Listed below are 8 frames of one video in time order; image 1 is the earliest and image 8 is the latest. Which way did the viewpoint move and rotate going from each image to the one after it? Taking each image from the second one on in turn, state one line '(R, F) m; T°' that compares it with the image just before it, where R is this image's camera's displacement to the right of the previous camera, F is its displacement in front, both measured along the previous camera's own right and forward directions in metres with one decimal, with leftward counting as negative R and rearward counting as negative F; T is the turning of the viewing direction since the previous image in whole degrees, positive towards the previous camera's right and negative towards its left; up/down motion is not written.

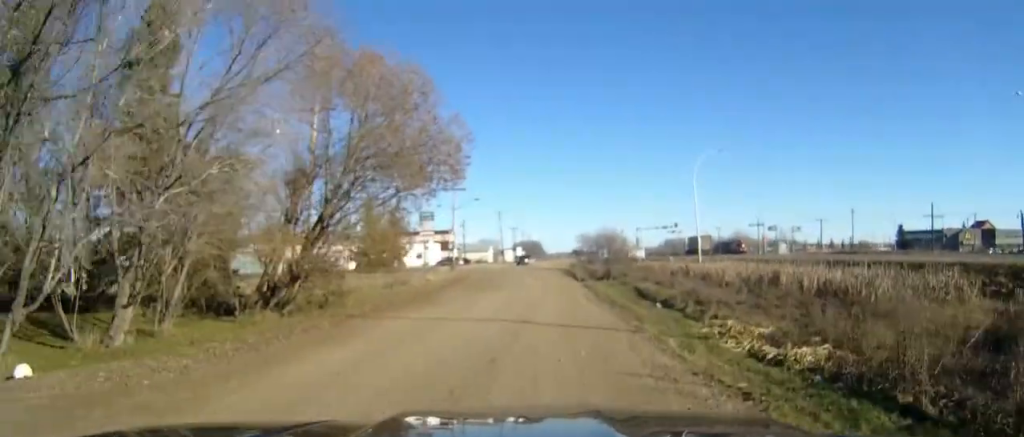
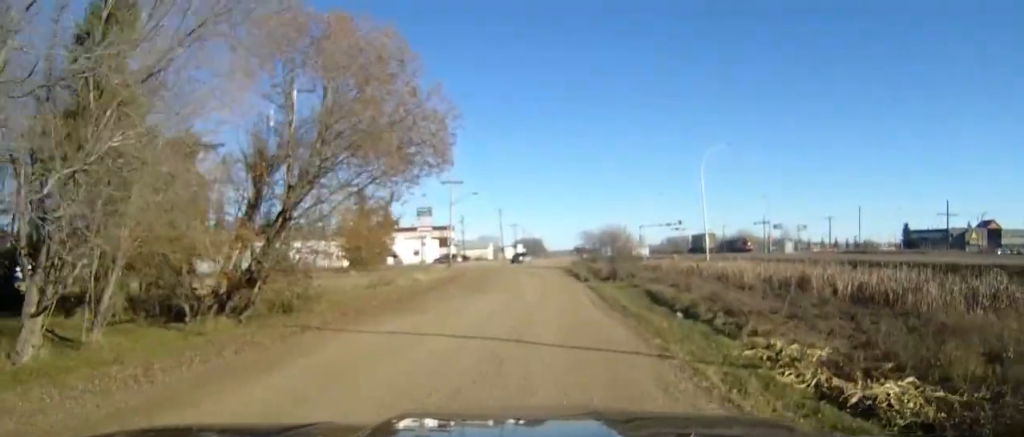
(0.0, +3.6) m; 0°
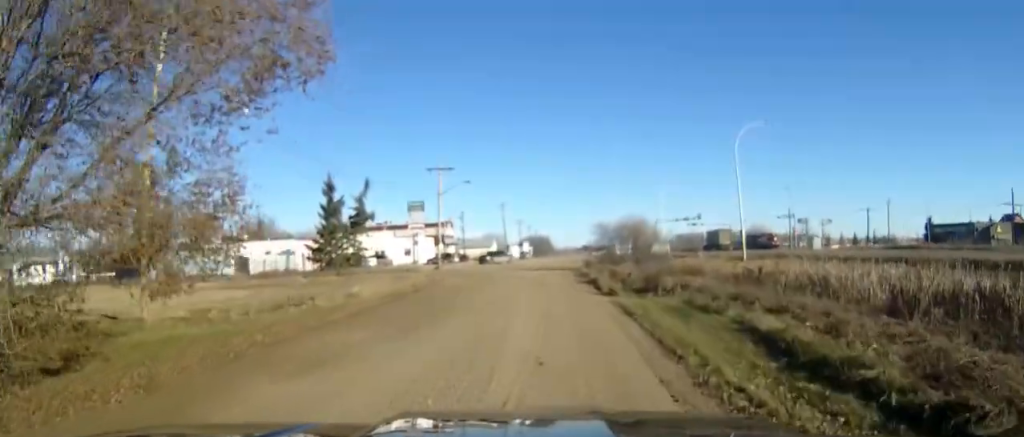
(-0.1, +13.1) m; -1°
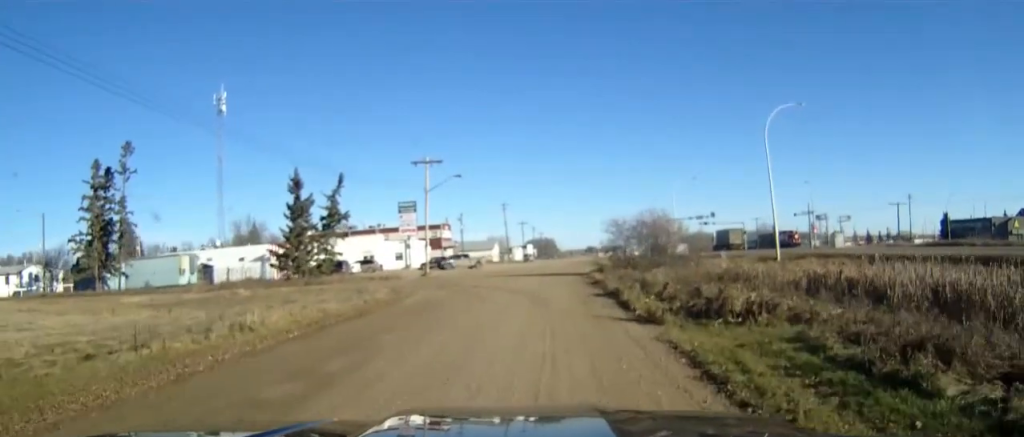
(0.0, +9.2) m; 0°
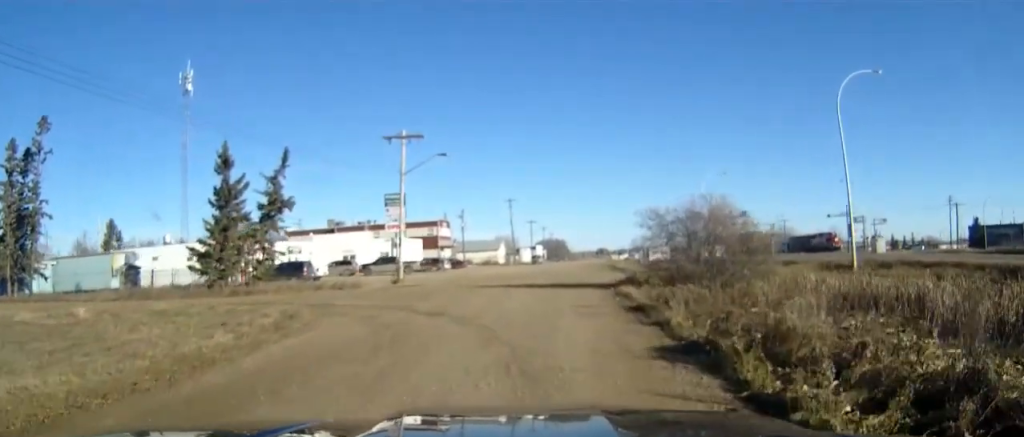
(-0.1, +13.4) m; -1°
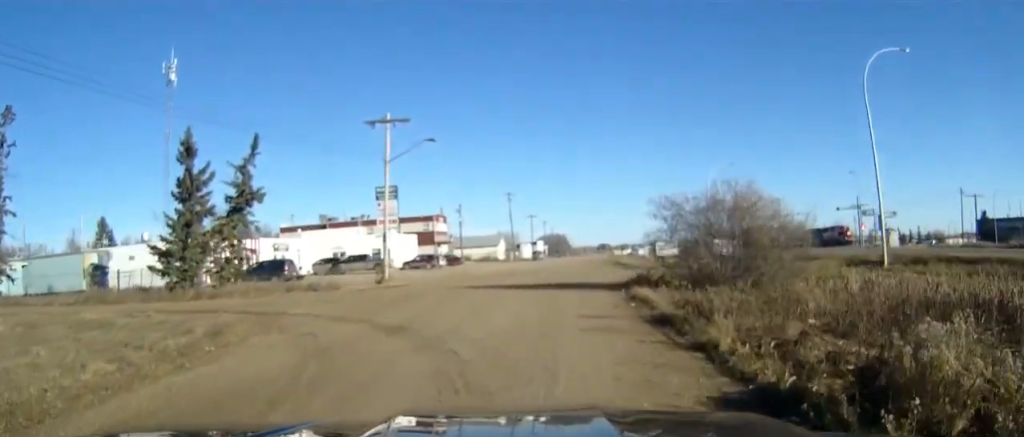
(0.0, +4.5) m; 0°
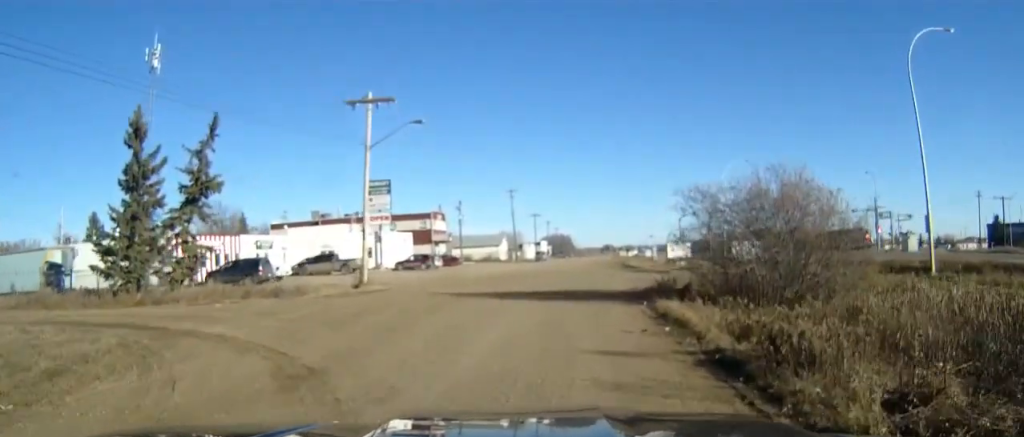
(0.0, +5.6) m; 0°
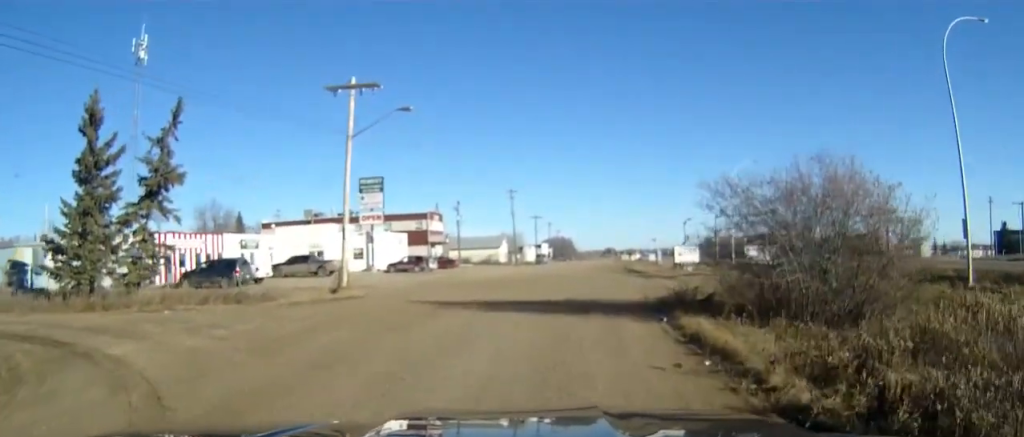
(0.0, +3.8) m; 0°
